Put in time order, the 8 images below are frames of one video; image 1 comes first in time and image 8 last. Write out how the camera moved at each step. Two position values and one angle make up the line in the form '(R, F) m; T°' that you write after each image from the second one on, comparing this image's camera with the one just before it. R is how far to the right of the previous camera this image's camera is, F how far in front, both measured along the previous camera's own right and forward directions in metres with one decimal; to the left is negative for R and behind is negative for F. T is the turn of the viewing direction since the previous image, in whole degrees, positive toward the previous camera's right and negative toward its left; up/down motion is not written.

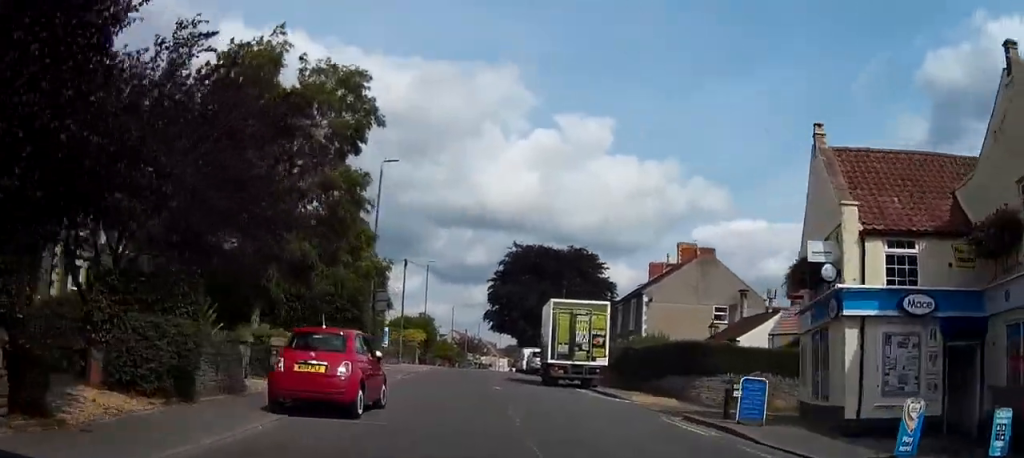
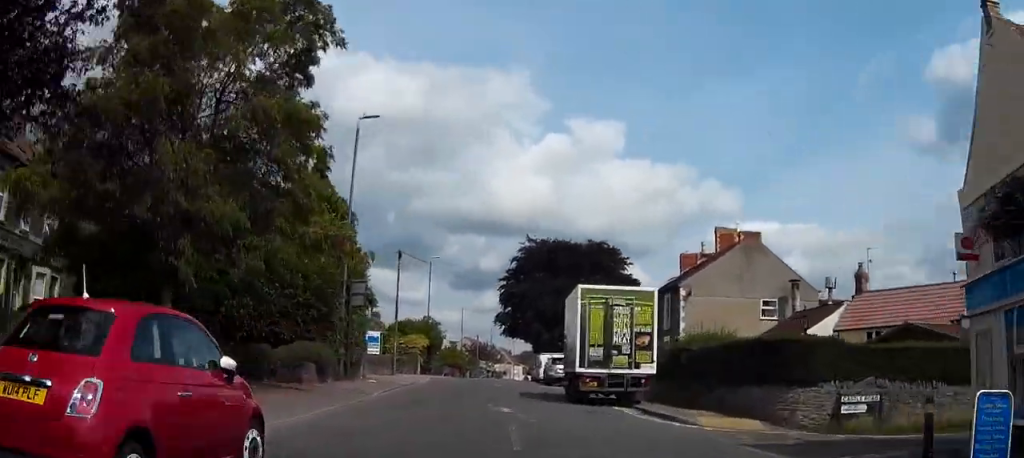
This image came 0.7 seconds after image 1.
(0.0, +7.8) m; -1°
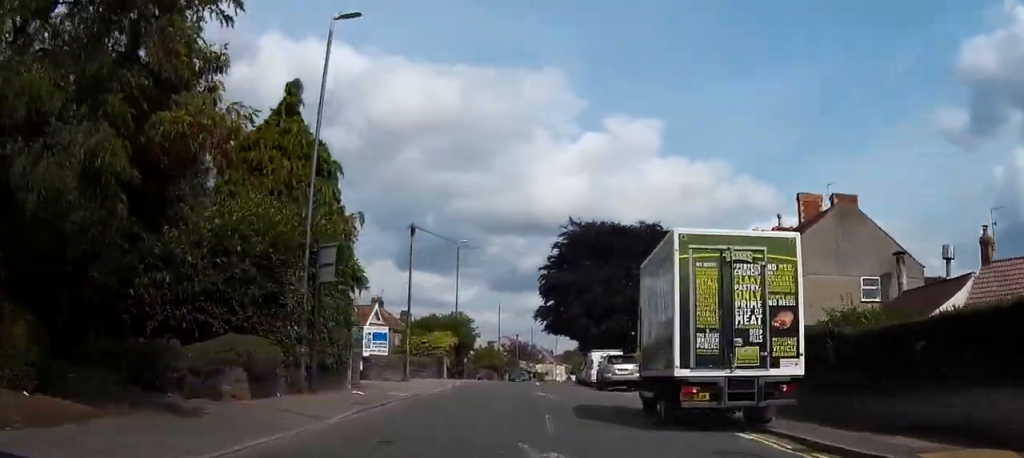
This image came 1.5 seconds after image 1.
(-0.1, +9.2) m; -1°
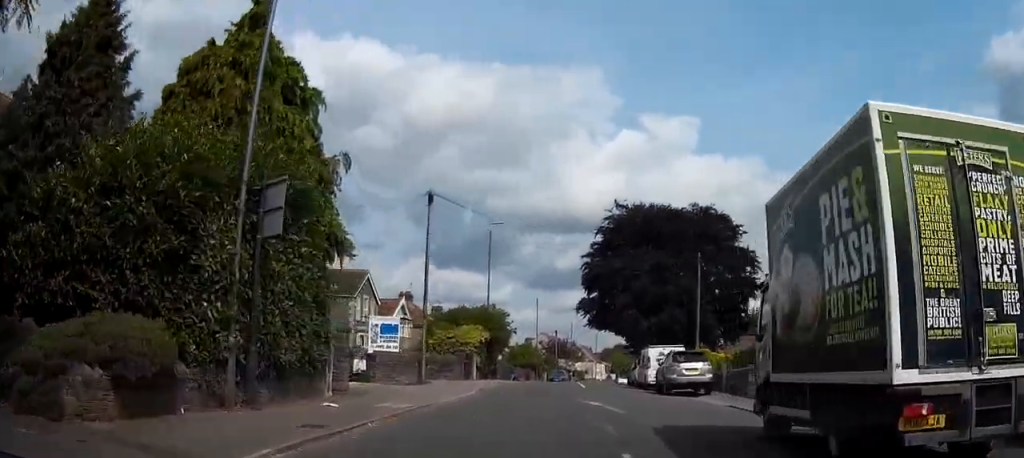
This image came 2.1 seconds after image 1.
(0.0, +6.6) m; 0°
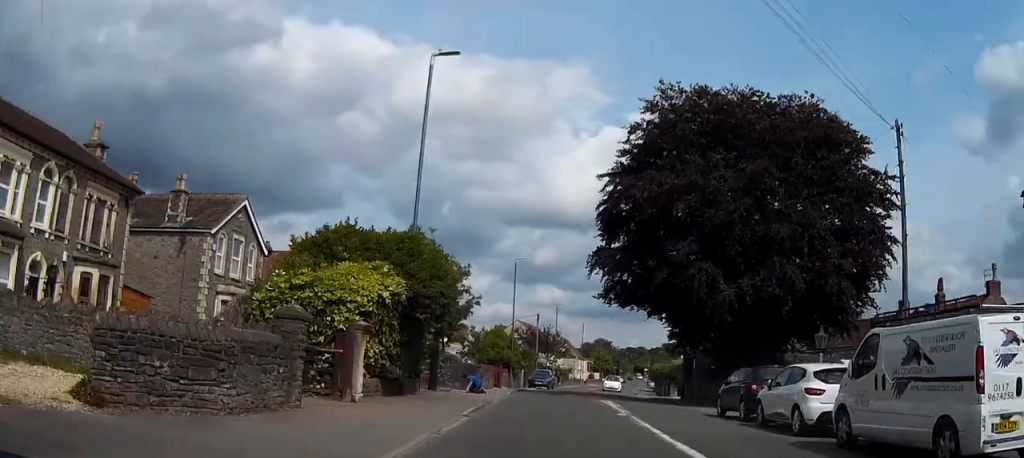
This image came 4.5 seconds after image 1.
(0.0, +25.7) m; 0°
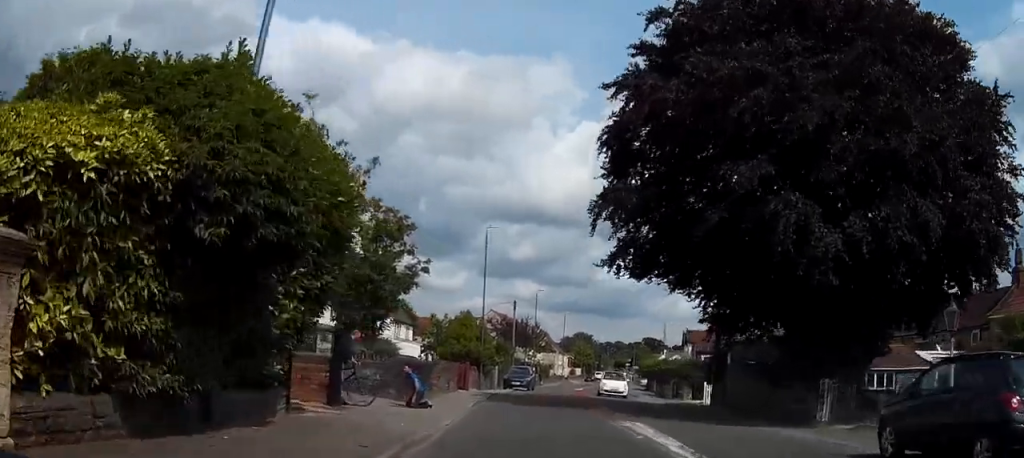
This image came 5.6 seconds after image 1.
(0.0, +11.2) m; +1°
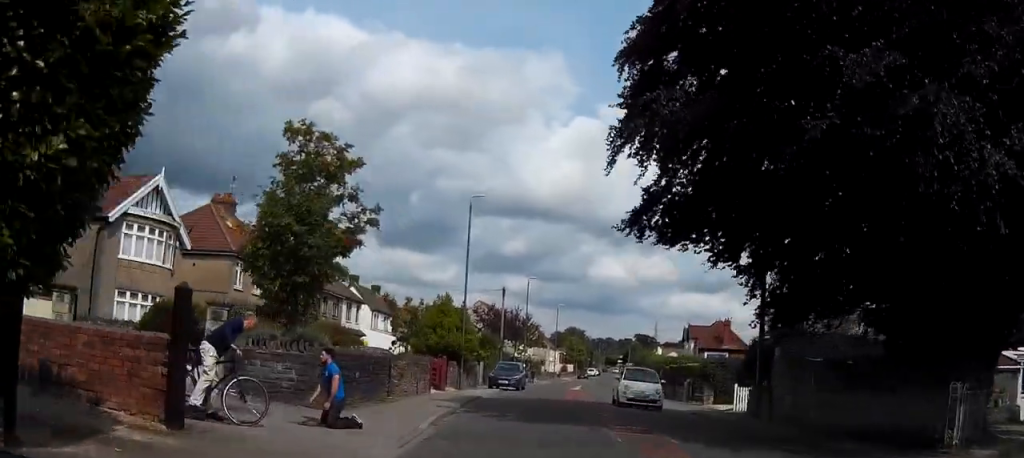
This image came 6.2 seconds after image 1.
(0.0, +7.1) m; +2°
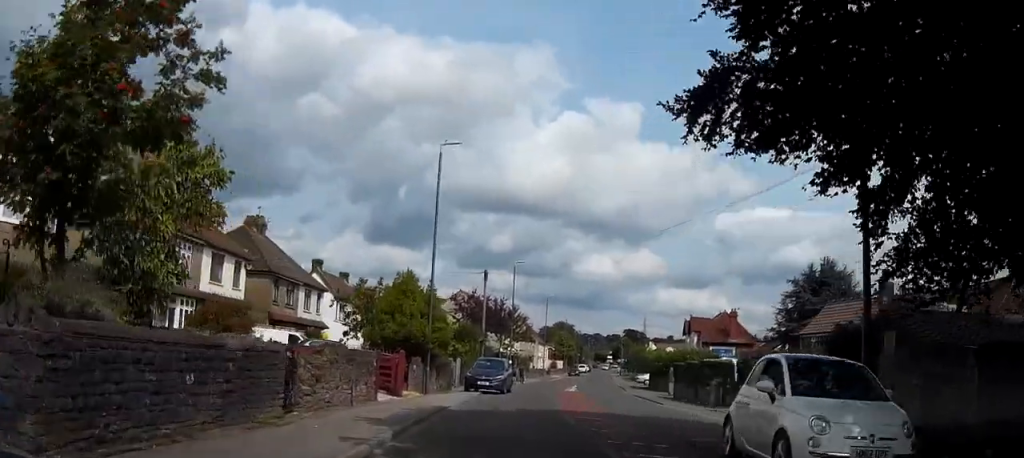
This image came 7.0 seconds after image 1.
(+0.3, +8.5) m; +2°
